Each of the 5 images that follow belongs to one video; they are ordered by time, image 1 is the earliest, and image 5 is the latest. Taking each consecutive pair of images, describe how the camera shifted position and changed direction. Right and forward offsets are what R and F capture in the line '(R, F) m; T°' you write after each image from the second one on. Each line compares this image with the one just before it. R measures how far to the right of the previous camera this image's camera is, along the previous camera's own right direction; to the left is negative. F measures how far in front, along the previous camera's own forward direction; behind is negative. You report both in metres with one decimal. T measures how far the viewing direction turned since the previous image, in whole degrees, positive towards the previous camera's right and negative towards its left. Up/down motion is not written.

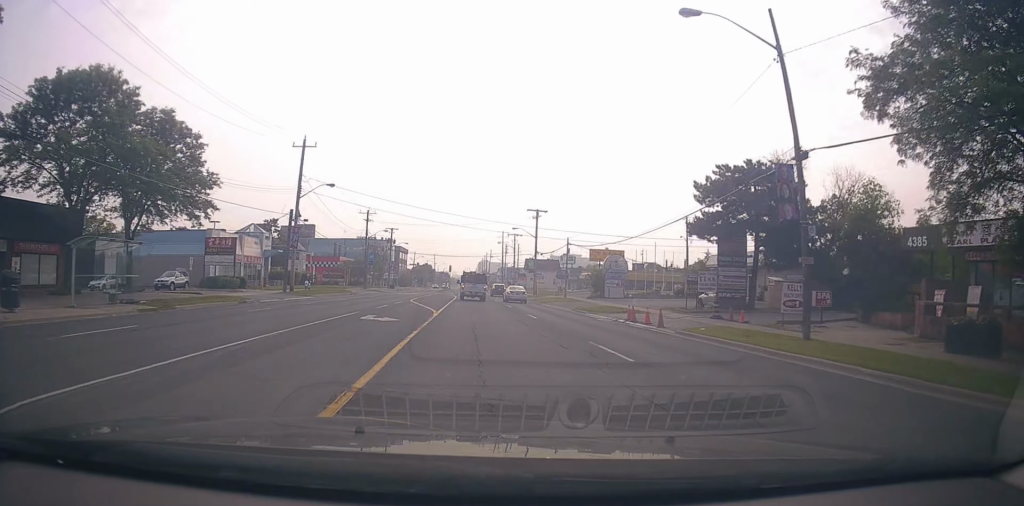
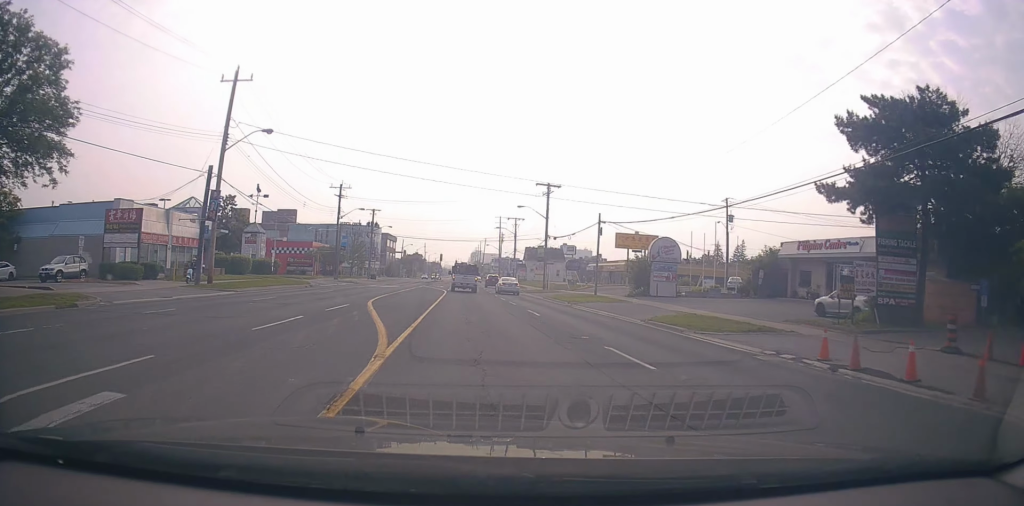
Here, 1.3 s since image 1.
(-0.2, +15.6) m; 0°
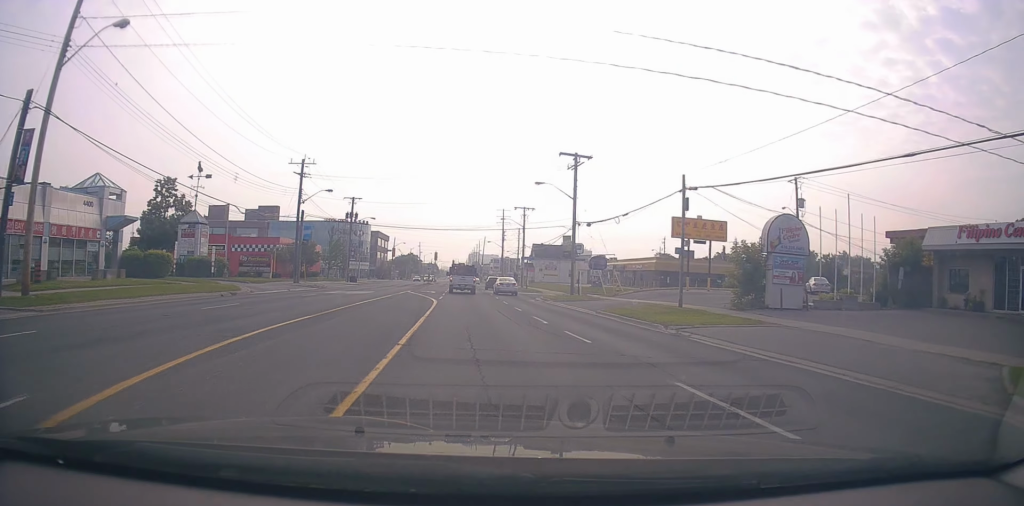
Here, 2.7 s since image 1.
(+0.4, +16.8) m; +4°
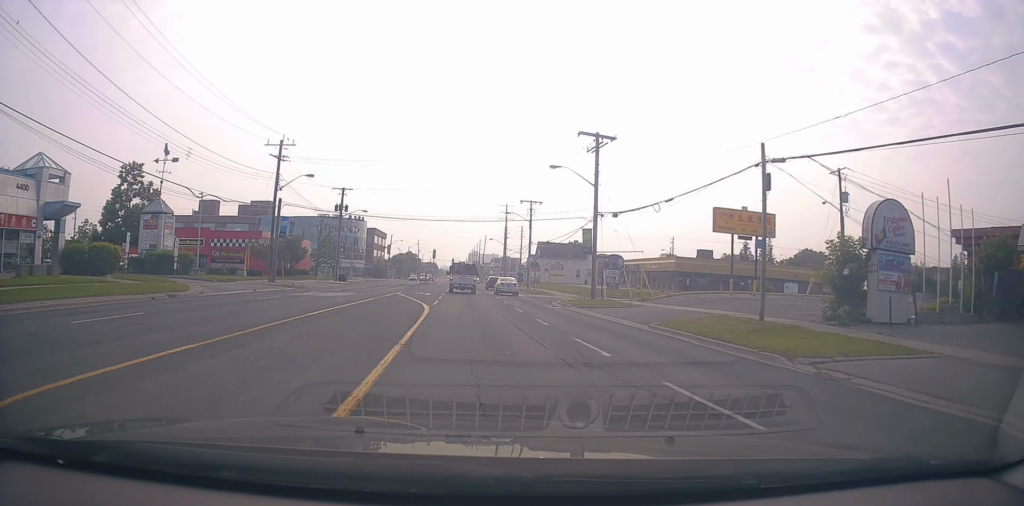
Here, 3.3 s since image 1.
(+0.2, +7.4) m; -1°
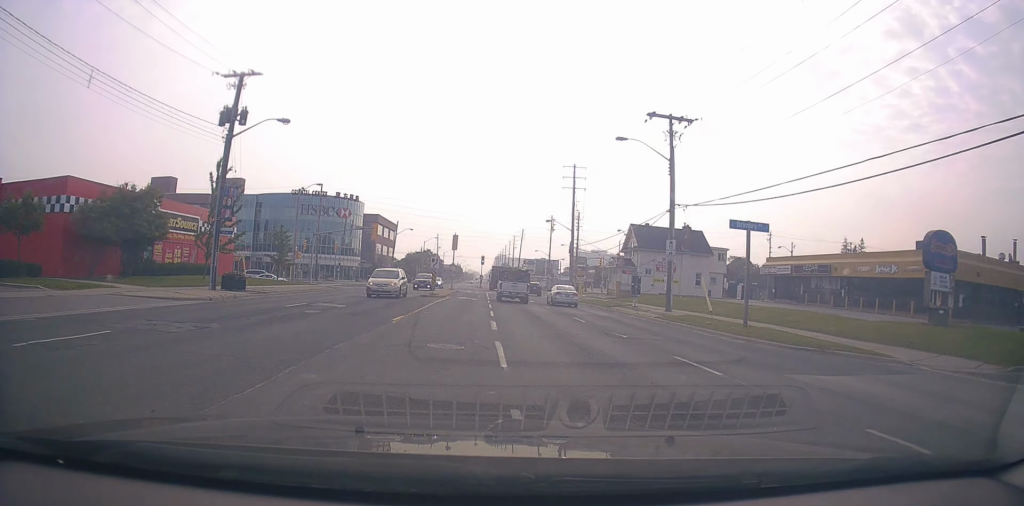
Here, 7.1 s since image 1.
(-2.1, +42.8) m; -2°
